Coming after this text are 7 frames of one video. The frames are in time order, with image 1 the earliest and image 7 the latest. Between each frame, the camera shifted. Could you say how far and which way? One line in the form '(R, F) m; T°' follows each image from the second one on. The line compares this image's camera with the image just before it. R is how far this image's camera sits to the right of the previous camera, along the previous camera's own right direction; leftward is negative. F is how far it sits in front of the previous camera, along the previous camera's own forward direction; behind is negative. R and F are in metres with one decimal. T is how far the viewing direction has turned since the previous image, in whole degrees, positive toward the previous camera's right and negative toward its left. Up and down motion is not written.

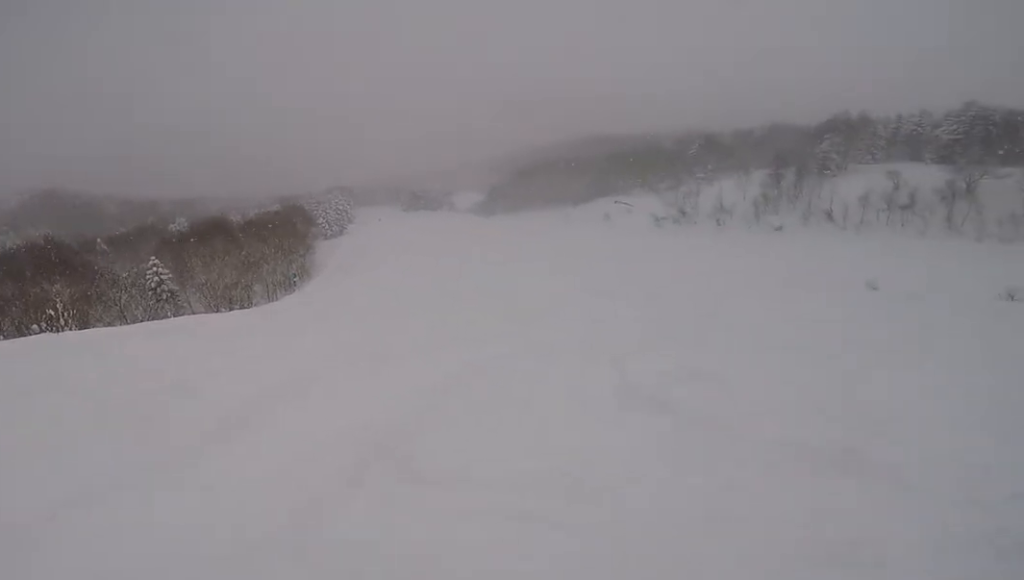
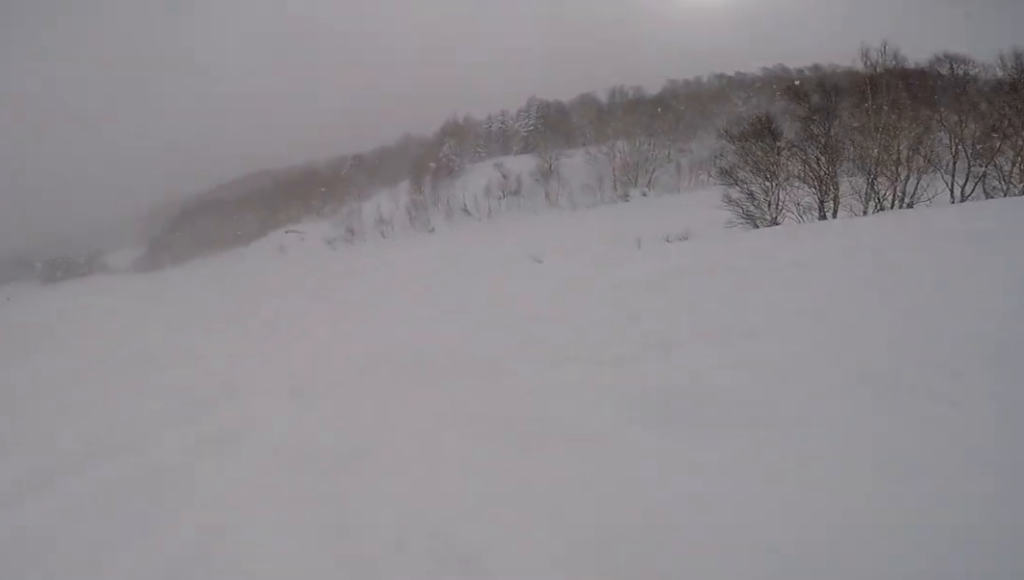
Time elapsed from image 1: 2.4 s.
(+3.8, +5.7) m; +45°
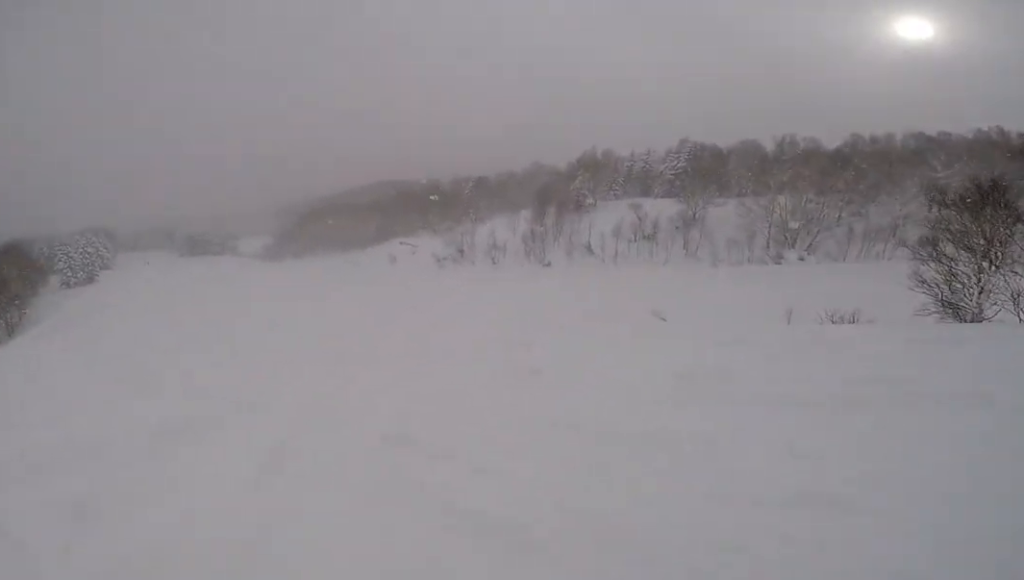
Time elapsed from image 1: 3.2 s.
(0.0, +3.3) m; -11°
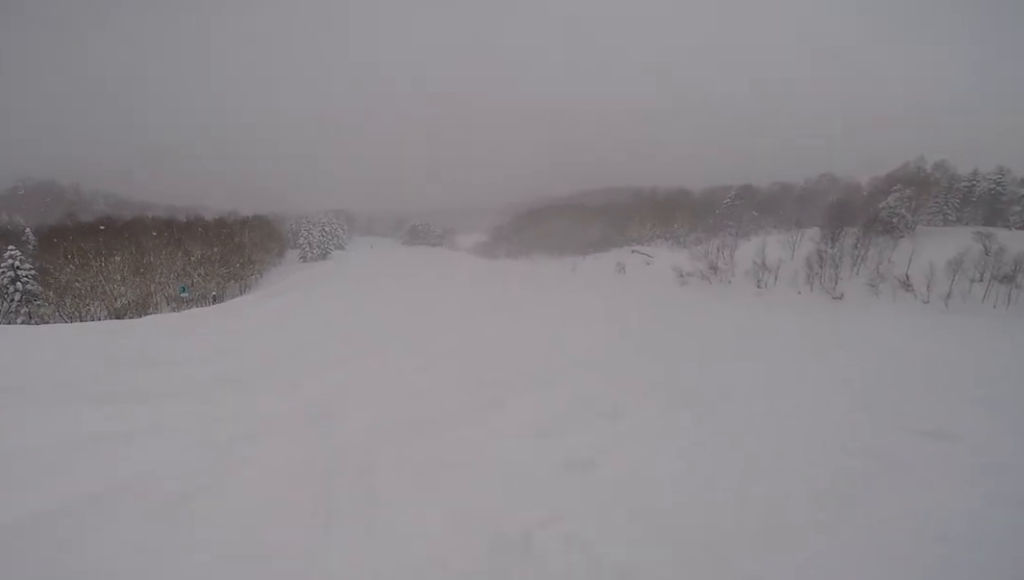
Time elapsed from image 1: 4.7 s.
(-2.2, +7.4) m; -25°
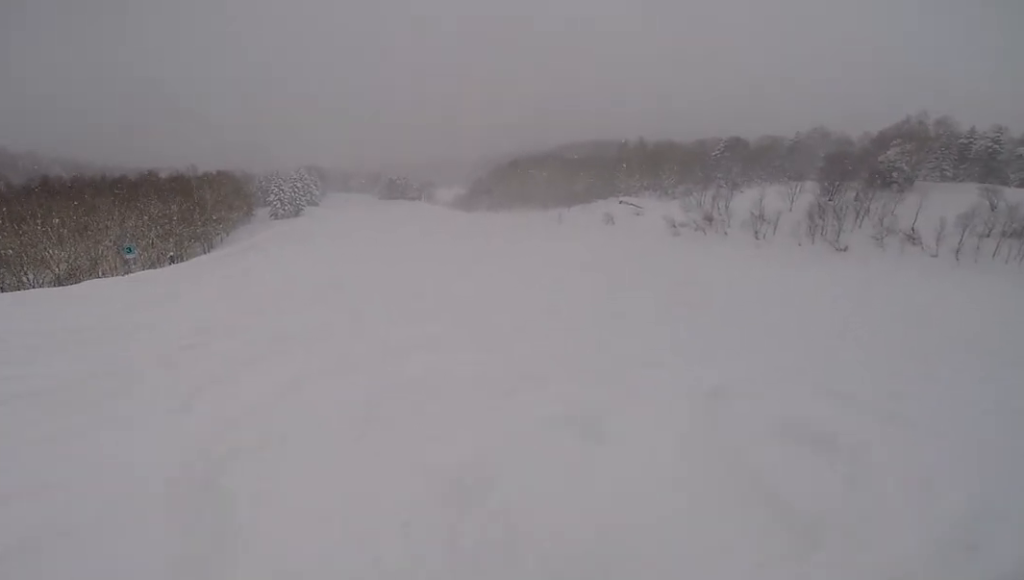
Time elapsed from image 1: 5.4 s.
(0.0, +4.5) m; -1°
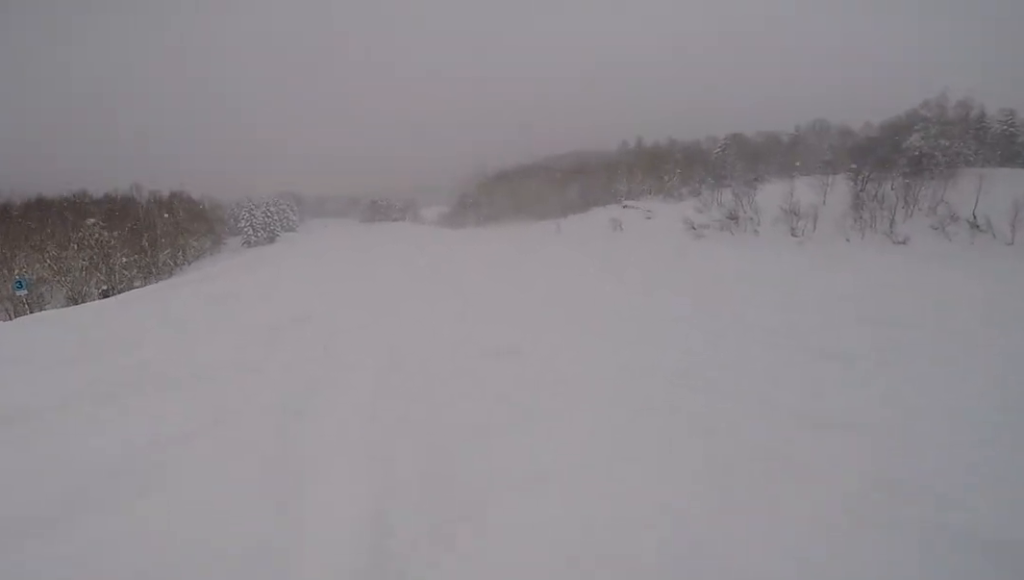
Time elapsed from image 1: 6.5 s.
(-0.1, +9.0) m; -5°
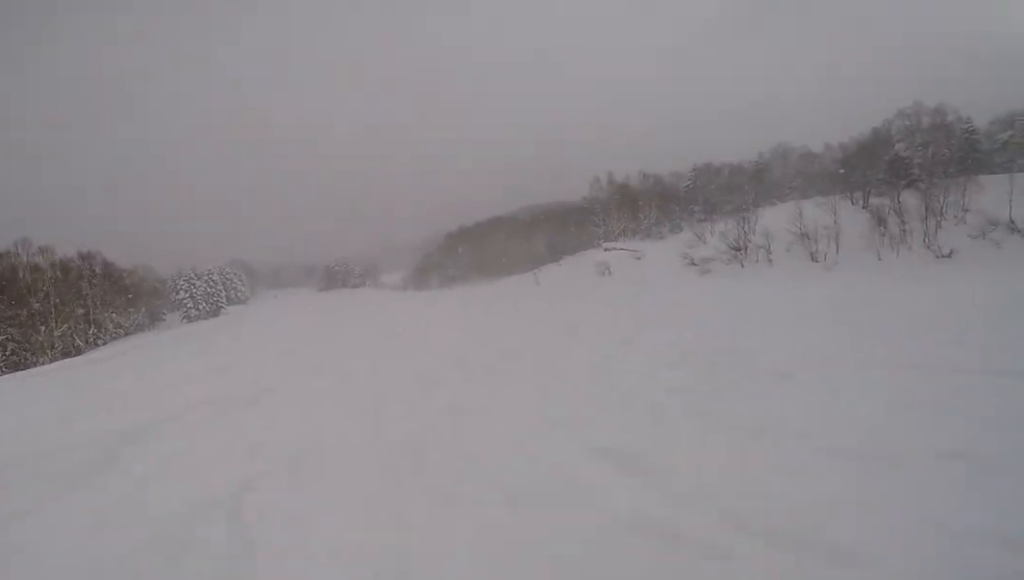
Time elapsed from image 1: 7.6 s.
(-0.7, +10.2) m; +1°
